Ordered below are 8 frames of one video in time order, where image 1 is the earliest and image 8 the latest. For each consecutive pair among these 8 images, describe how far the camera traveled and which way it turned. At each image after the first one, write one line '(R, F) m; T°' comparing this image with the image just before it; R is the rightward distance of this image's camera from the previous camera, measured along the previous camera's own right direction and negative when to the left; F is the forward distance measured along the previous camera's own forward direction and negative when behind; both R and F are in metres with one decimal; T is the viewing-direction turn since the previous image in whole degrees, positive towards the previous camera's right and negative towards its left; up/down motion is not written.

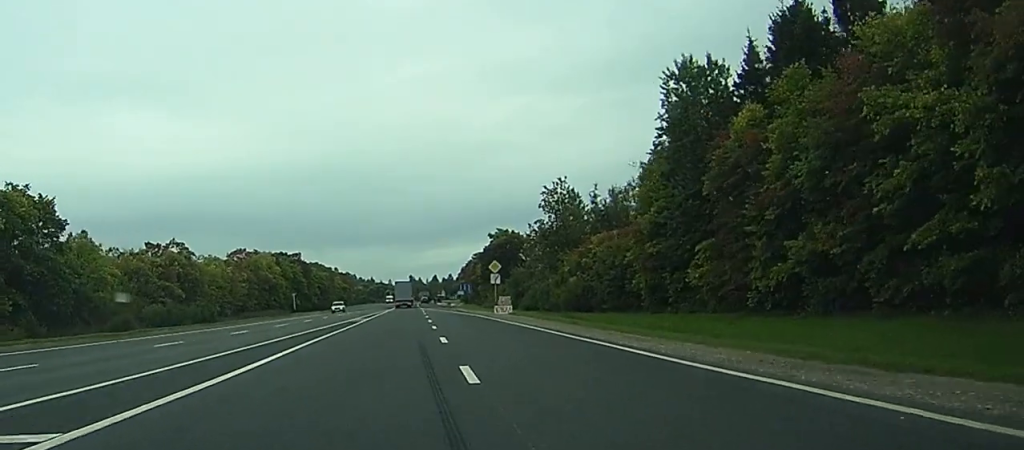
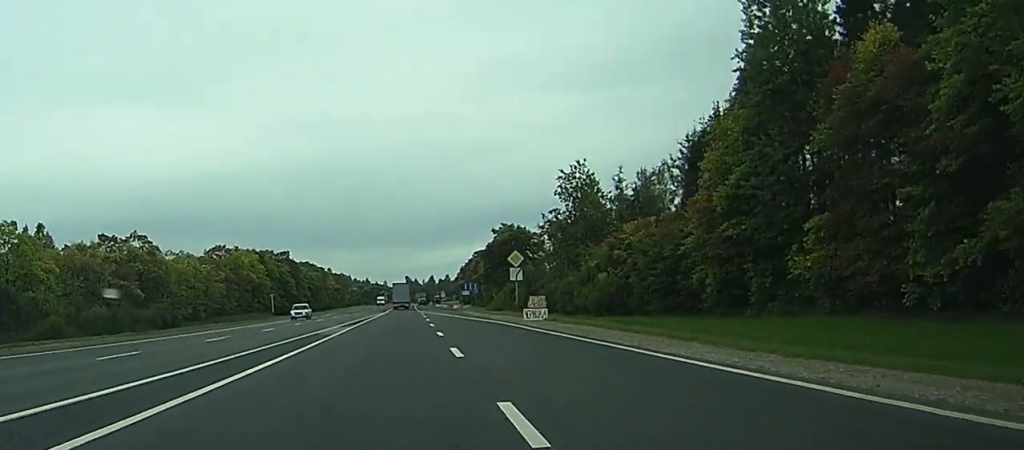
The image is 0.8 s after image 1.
(+0.1, +17.9) m; 0°
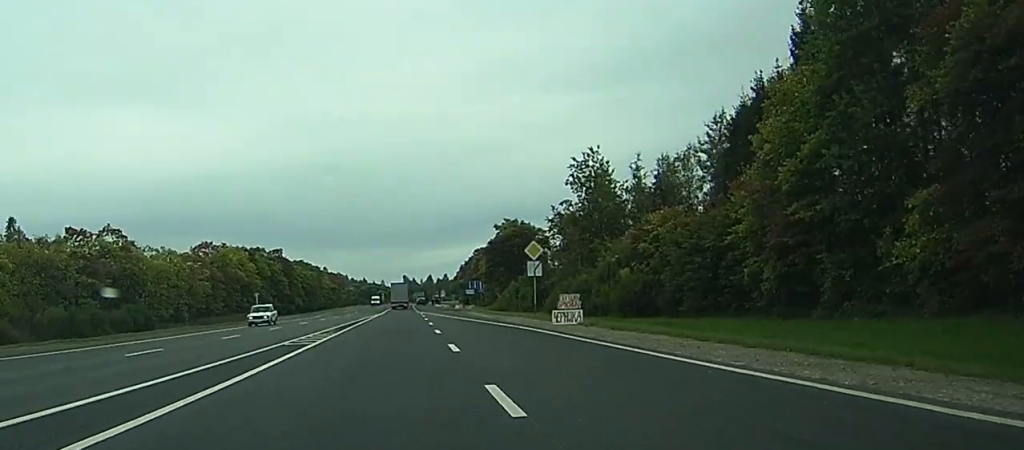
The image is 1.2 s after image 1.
(0.0, +10.1) m; 0°
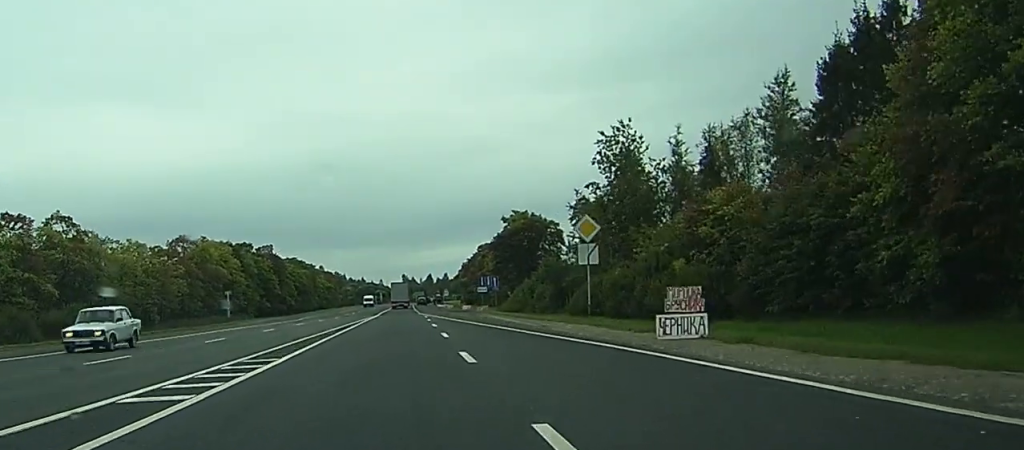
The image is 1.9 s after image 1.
(0.0, +16.3) m; 0°
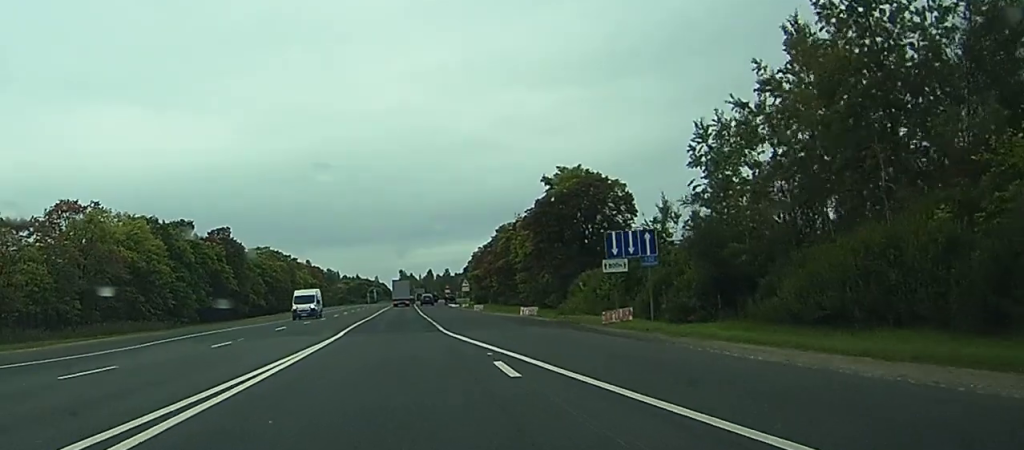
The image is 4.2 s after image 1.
(+0.3, +52.1) m; -1°
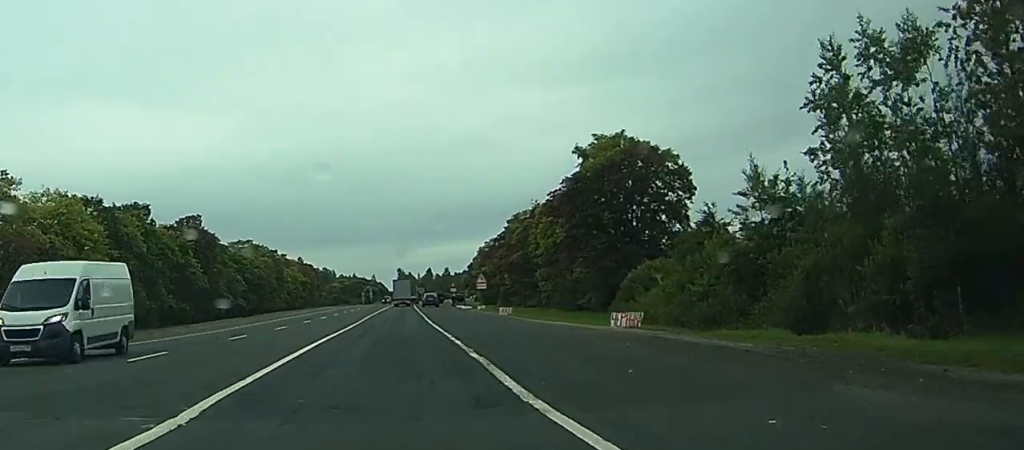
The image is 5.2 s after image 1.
(-0.2, +23.4) m; 0°
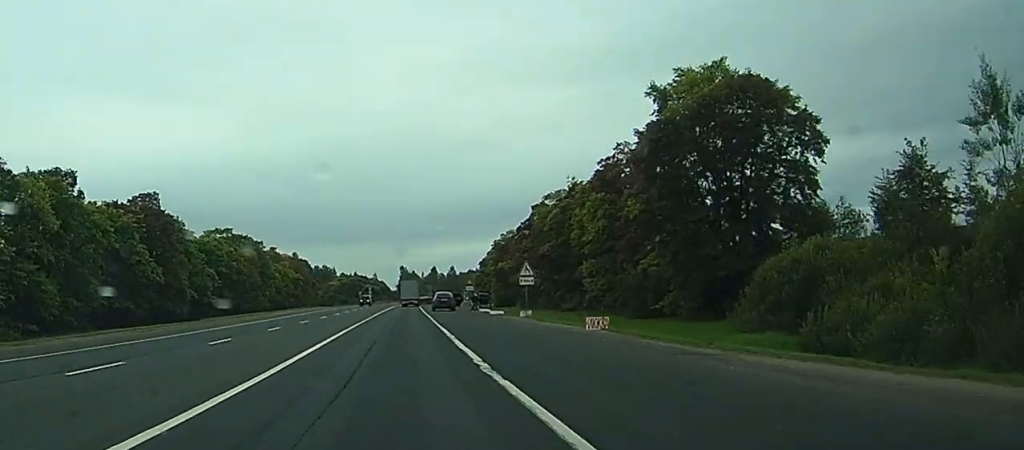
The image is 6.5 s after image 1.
(+0.2, +28.3) m; 0°
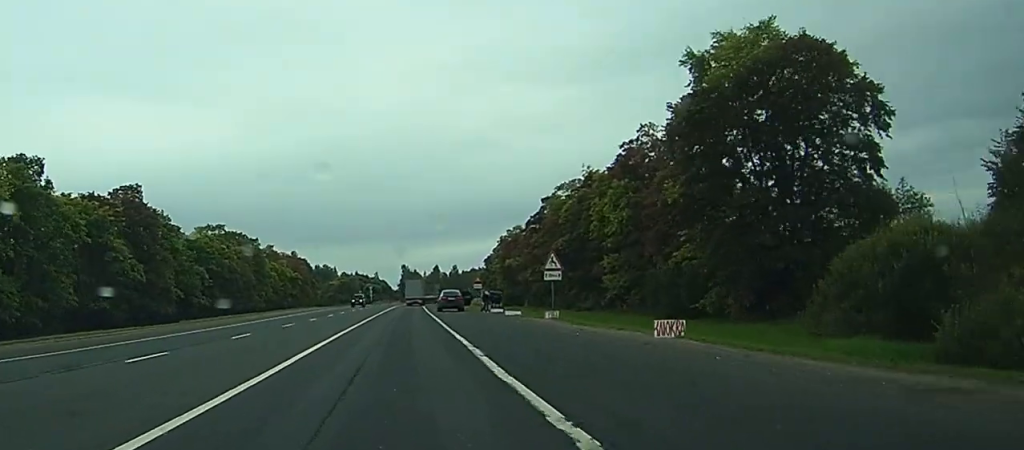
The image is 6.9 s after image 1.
(0.0, +8.8) m; 0°
